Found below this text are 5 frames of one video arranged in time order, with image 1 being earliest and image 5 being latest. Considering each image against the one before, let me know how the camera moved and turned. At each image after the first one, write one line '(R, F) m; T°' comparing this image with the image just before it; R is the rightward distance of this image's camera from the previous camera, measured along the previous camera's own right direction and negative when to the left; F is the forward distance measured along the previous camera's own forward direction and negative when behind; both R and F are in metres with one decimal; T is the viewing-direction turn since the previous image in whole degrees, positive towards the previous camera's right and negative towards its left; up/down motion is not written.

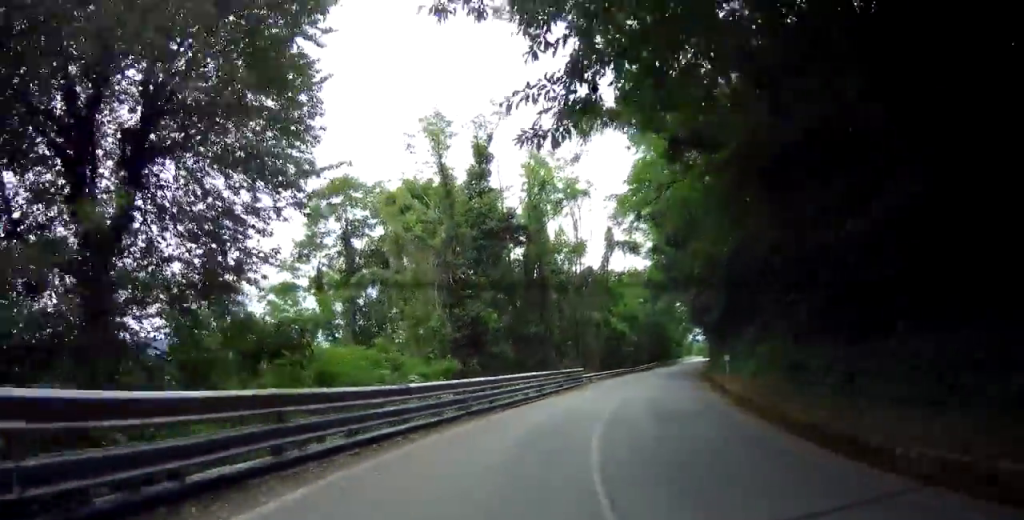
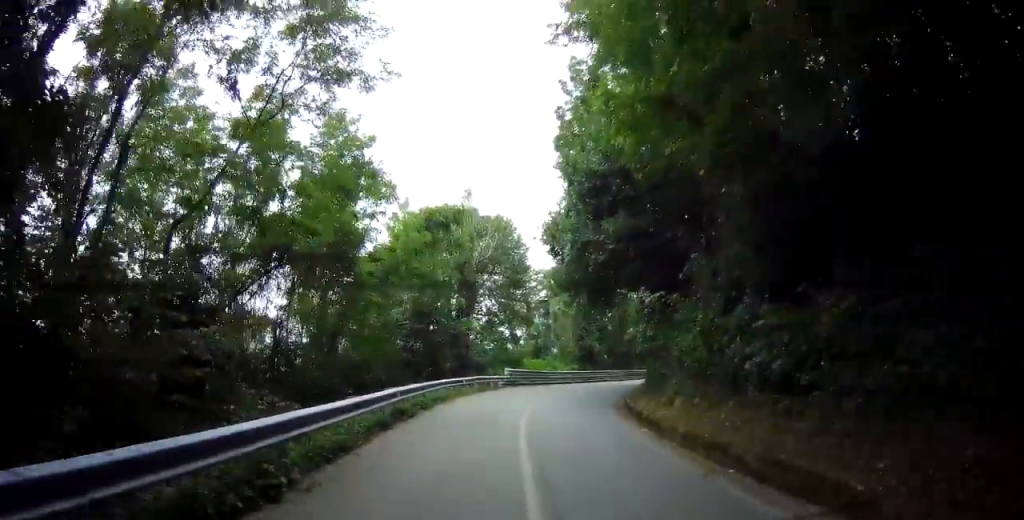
(-7.4, +27.0) m; -28°
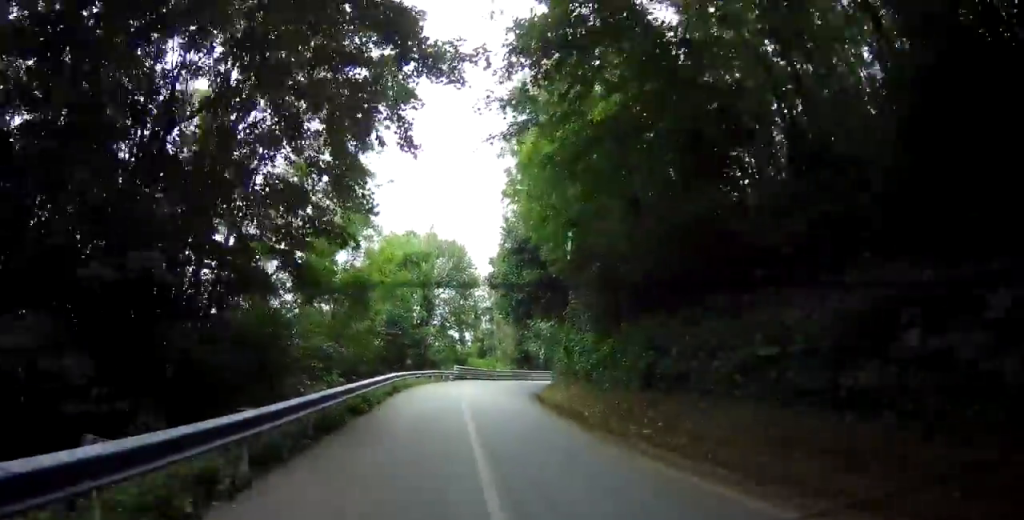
(+0.2, +7.3) m; +5°
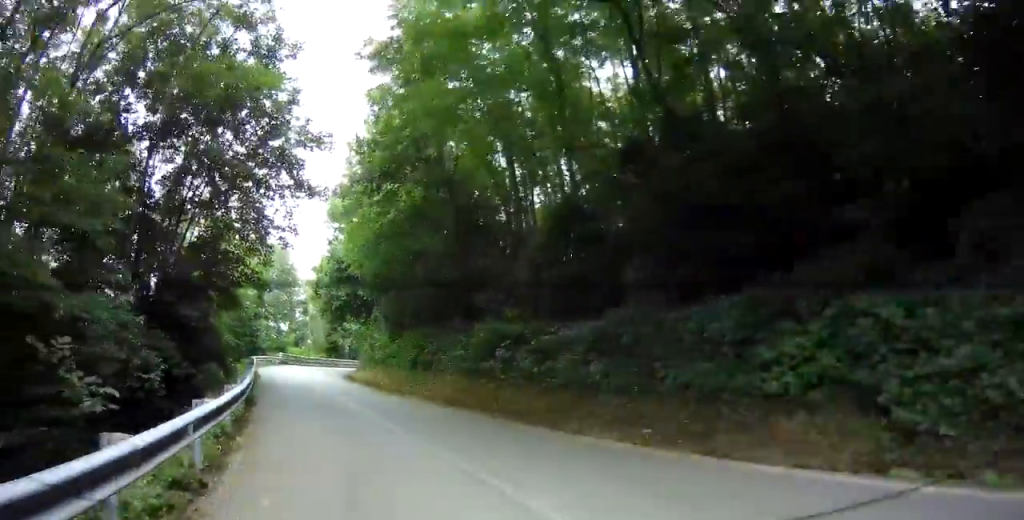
(+0.8, +6.6) m; +18°
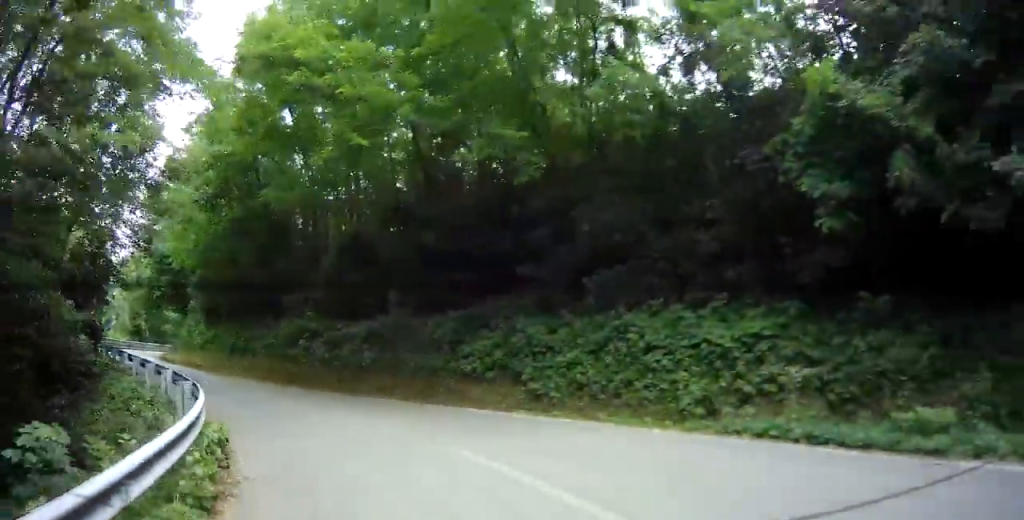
(+0.4, +3.5) m; +24°
